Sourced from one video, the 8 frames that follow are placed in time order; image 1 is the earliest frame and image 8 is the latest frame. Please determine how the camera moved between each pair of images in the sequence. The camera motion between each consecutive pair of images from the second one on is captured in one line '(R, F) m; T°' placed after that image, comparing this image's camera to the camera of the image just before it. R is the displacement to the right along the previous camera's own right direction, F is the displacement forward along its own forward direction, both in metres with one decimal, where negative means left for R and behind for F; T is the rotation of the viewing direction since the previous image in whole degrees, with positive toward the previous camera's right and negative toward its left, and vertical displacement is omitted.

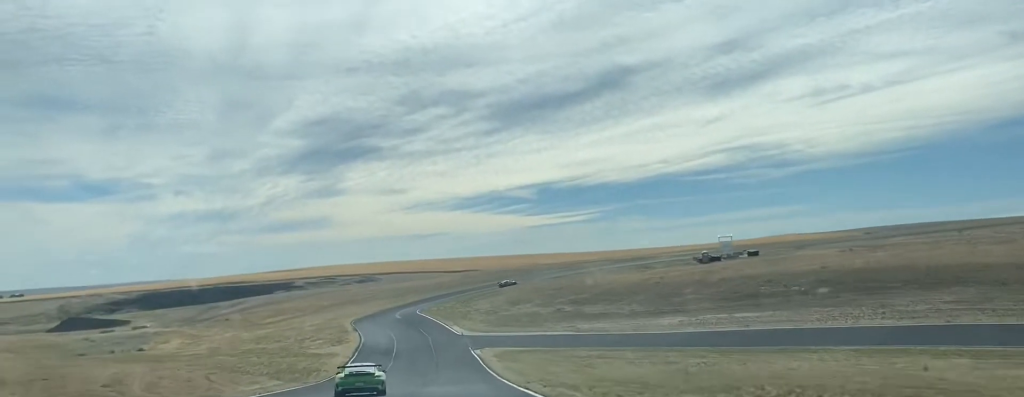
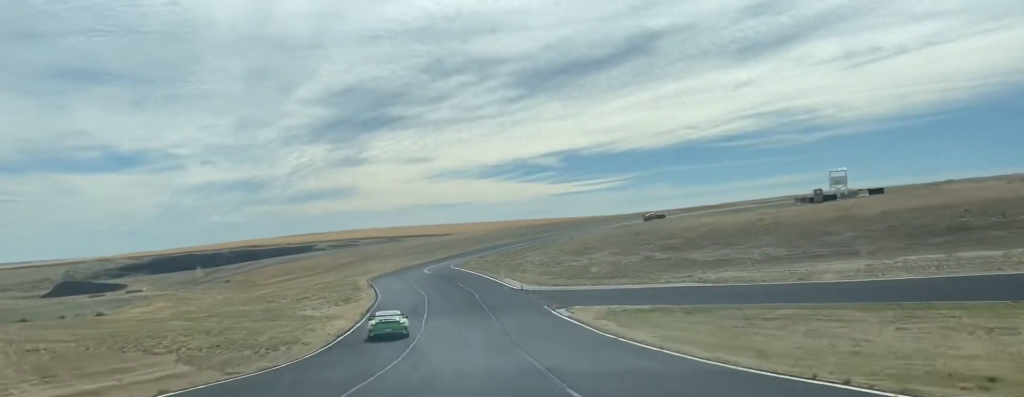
(-0.6, +33.8) m; +1°
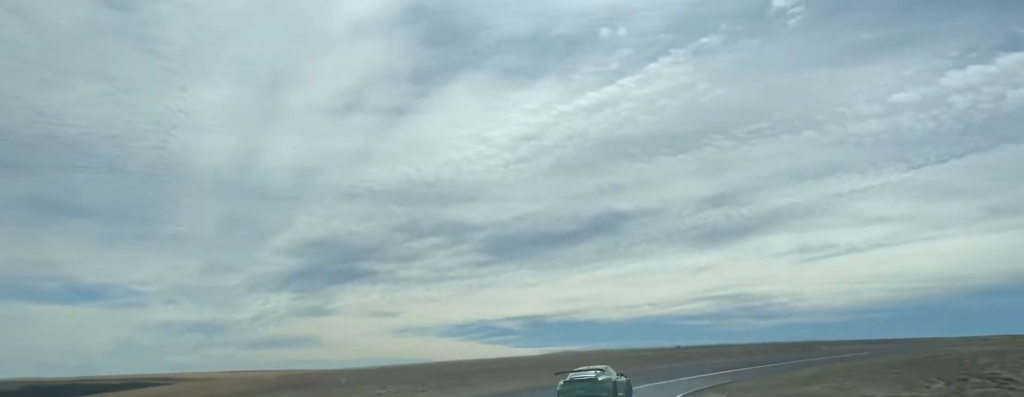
(+5.3, +105.5) m; +7°
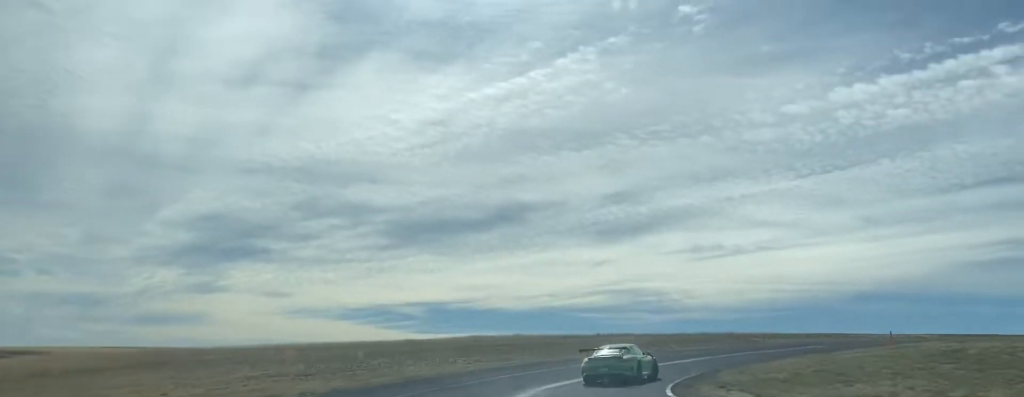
(+0.4, +11.7) m; +7°
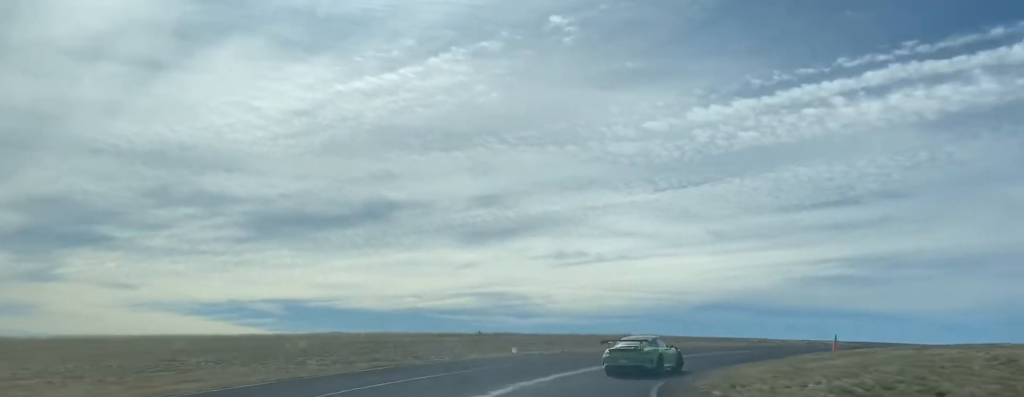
(-0.3, +12.2) m; +11°
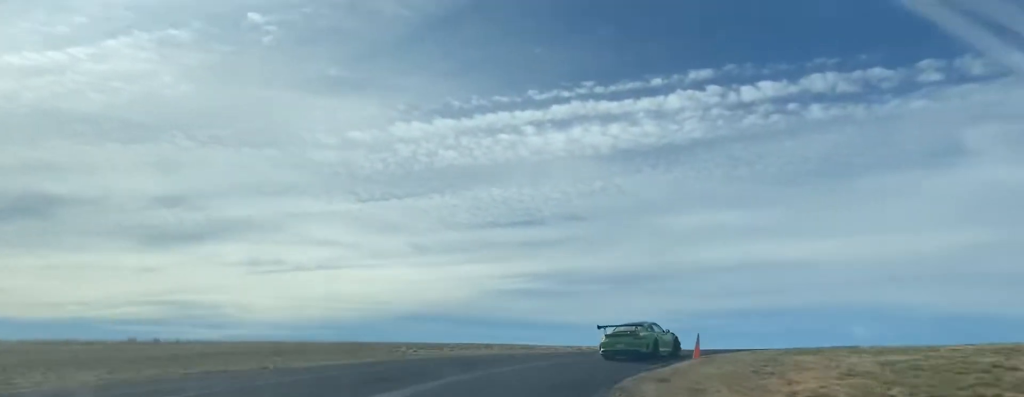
(+4.2, +17.7) m; +25°
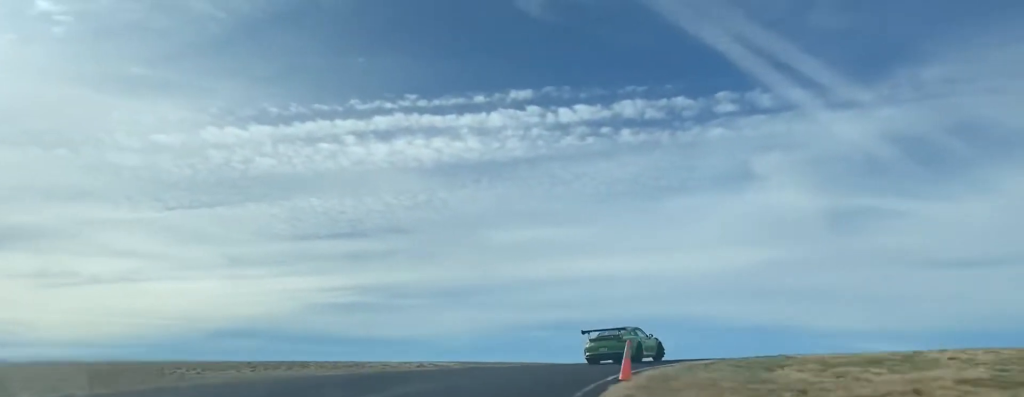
(+0.6, +10.3) m; +15°
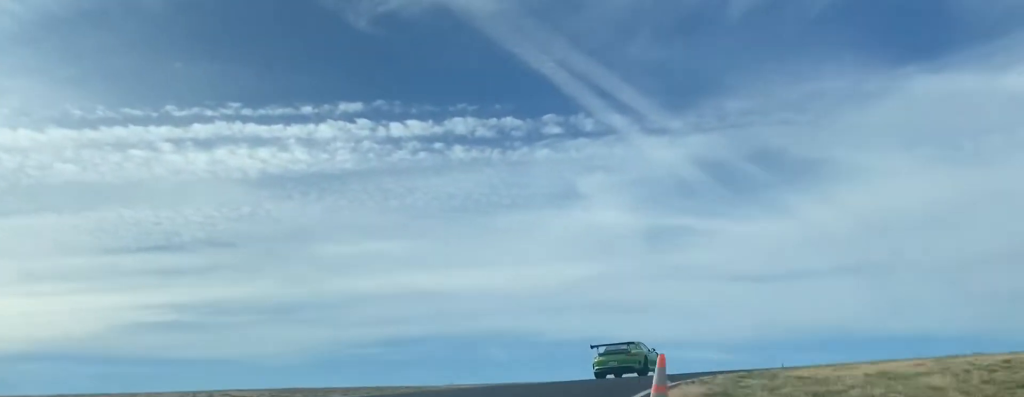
(+2.7, +12.4) m; +14°
